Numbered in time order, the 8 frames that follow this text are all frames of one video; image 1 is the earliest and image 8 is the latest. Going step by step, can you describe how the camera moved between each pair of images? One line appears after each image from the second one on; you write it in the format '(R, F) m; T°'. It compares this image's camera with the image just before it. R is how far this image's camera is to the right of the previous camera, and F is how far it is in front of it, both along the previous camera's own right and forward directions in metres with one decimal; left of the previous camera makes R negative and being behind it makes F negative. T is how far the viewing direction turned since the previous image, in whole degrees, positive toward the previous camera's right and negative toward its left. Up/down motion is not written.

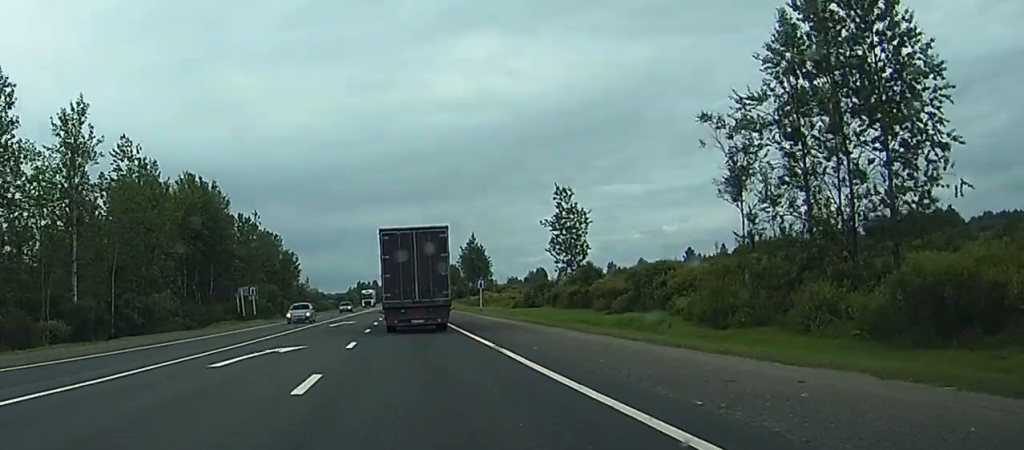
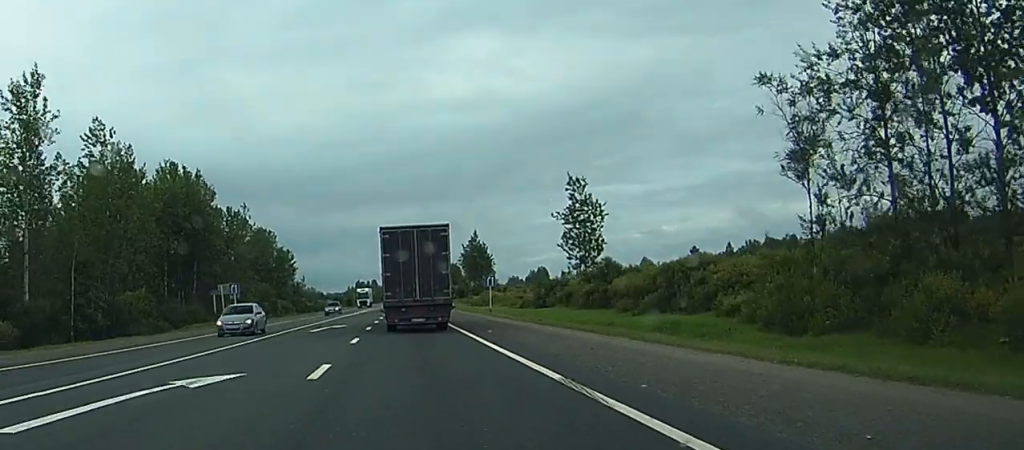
(0.0, +9.8) m; 0°
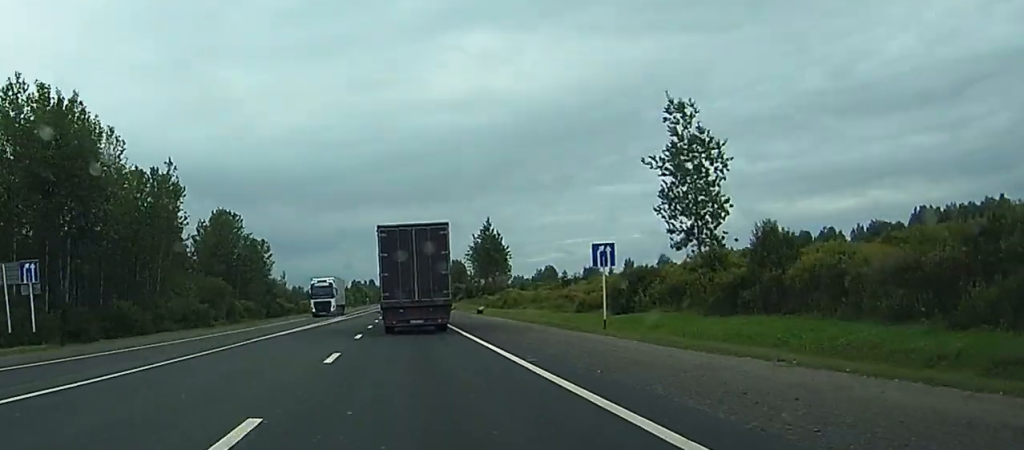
(+0.4, +44.3) m; +1°
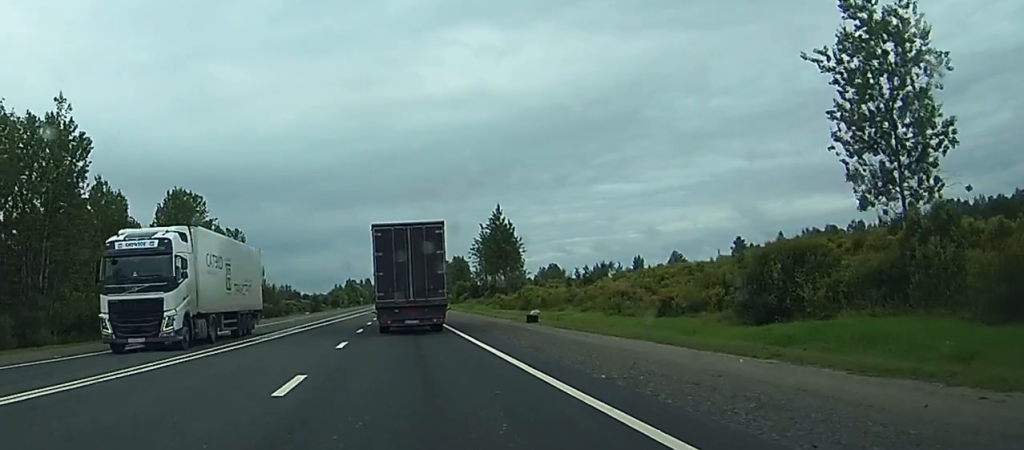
(+0.2, +30.5) m; 0°
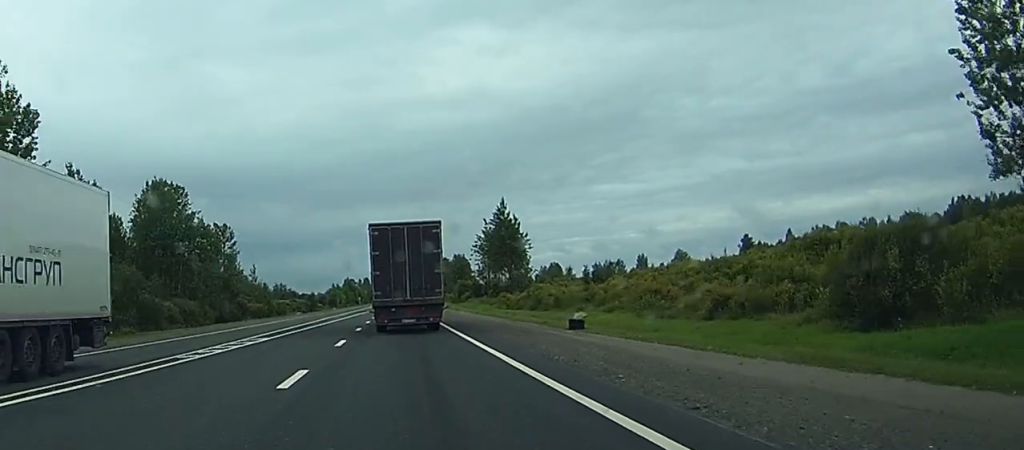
(0.0, +11.1) m; 0°
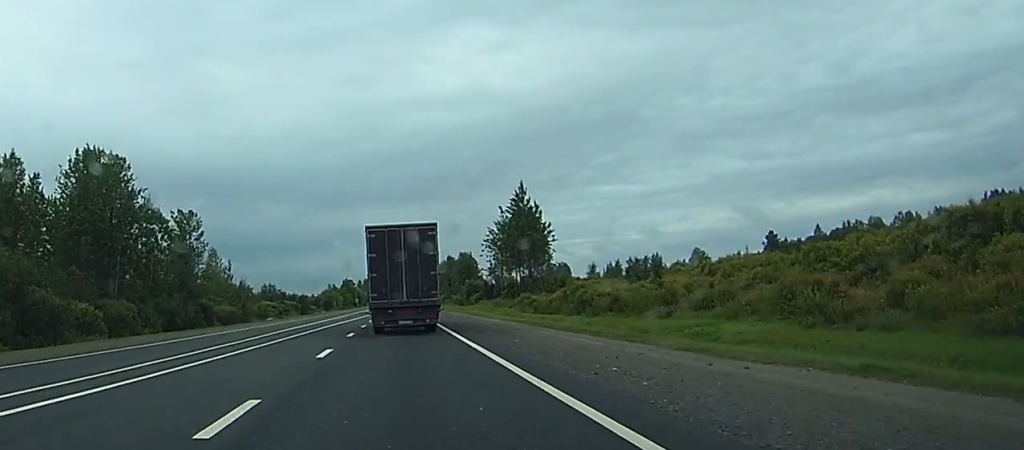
(-0.1, +28.9) m; 0°
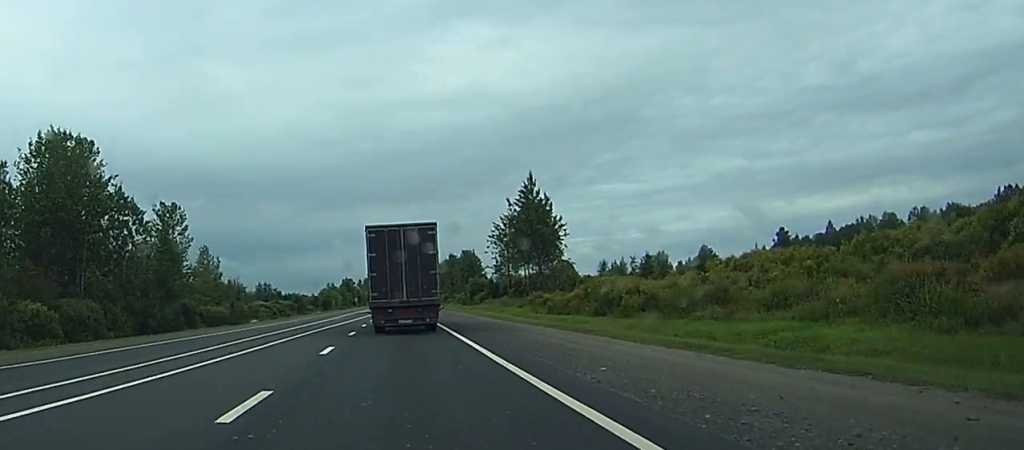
(0.0, +11.1) m; 0°
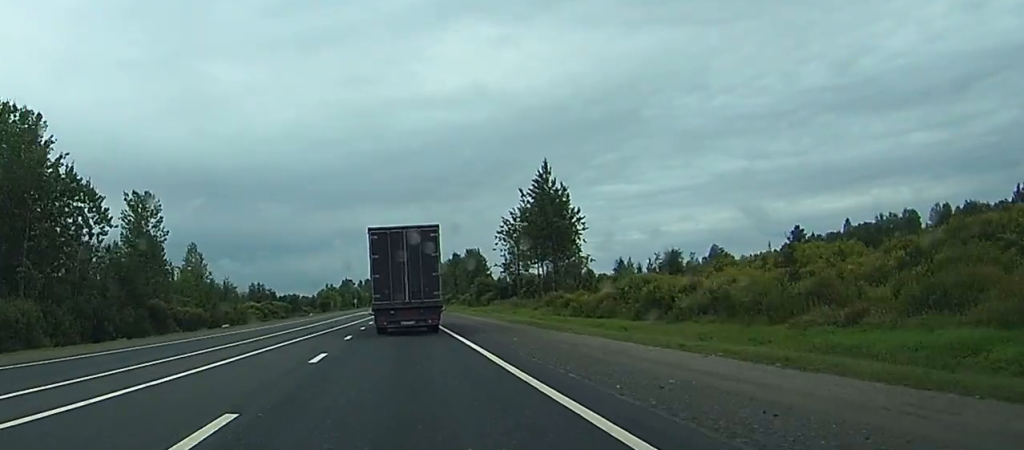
(0.0, +14.8) m; 0°
